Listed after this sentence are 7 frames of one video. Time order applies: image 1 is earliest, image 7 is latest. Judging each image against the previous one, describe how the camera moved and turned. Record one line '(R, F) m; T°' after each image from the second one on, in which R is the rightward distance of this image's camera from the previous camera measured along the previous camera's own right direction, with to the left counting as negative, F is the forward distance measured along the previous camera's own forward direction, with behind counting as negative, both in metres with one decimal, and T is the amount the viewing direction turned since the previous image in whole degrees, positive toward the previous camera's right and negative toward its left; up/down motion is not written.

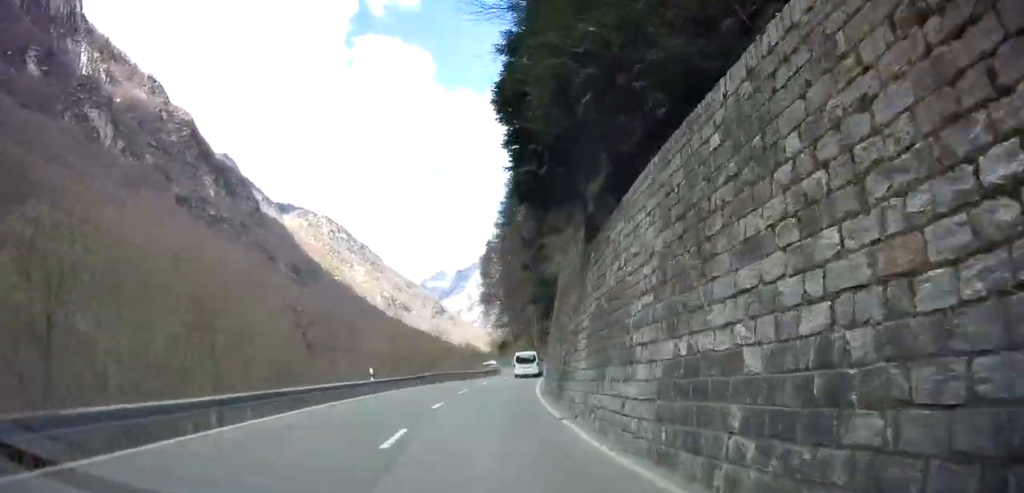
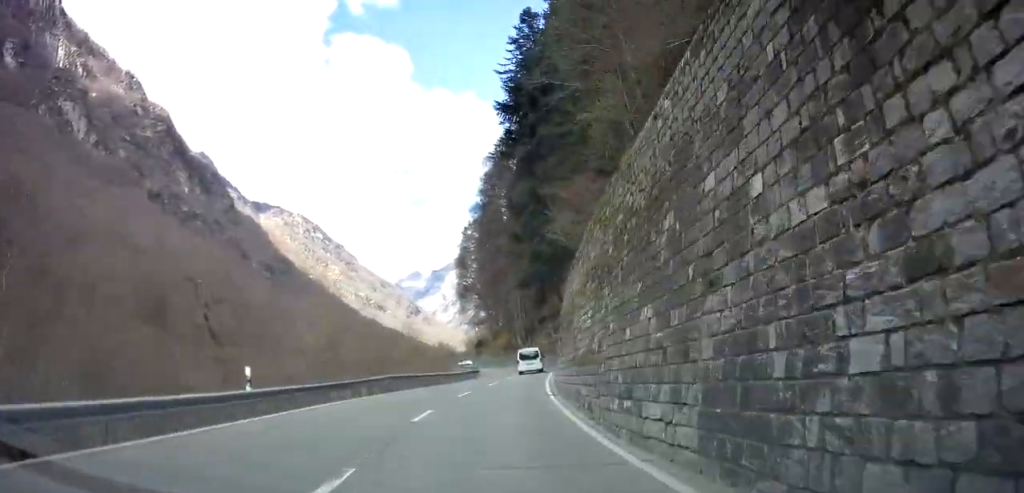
(+0.1, +12.8) m; +2°
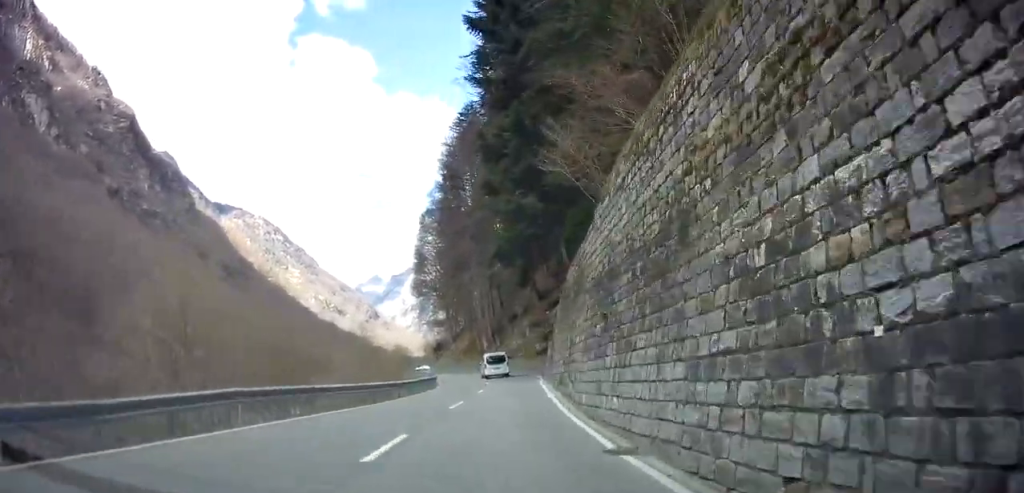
(+0.2, +13.9) m; +3°
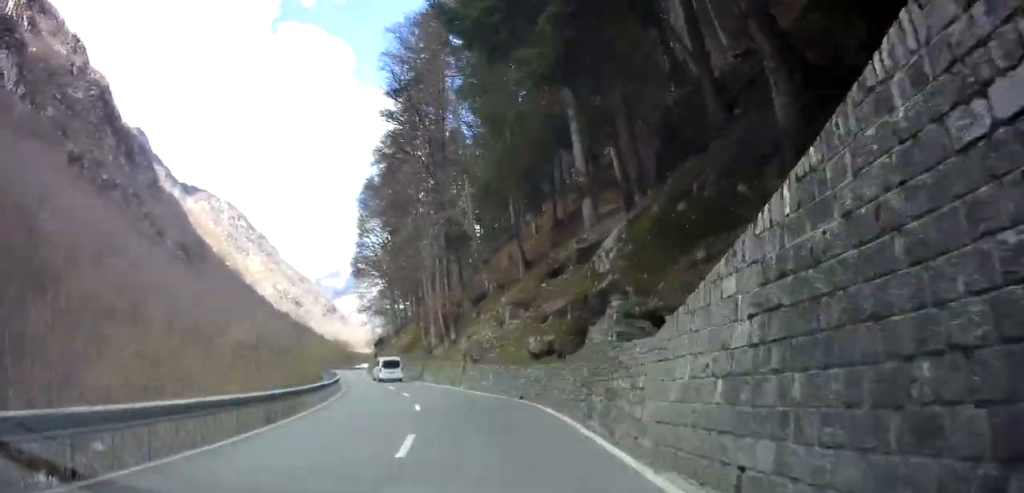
(+1.2, +25.1) m; +3°
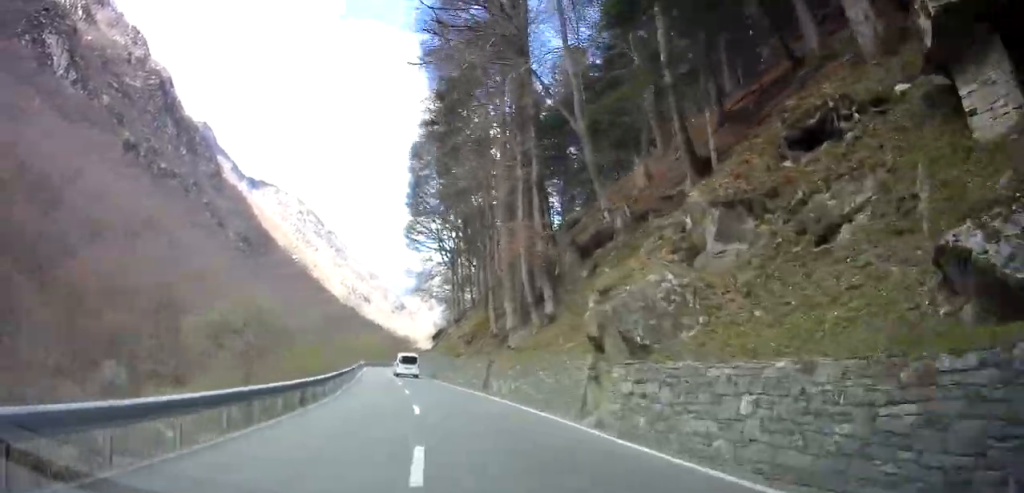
(-0.5, +19.7) m; -5°
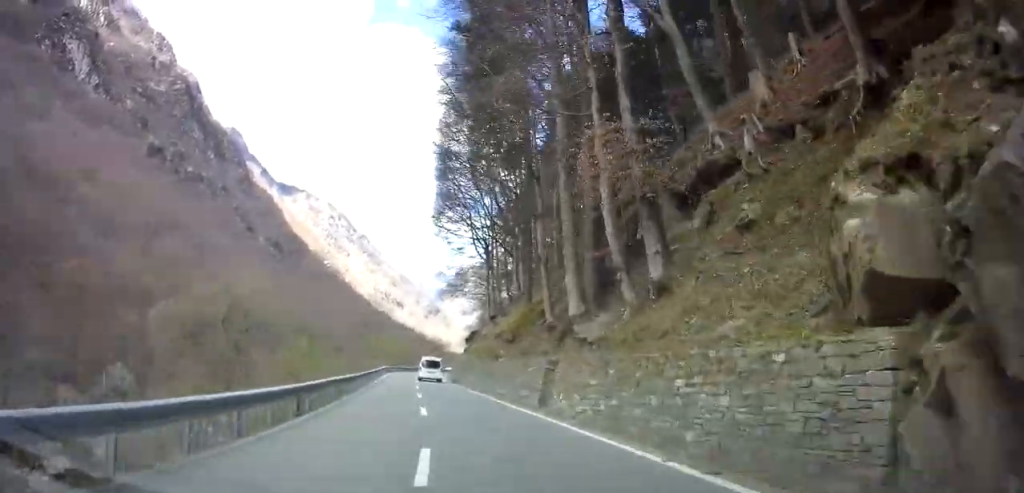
(-0.4, +8.4) m; -3°
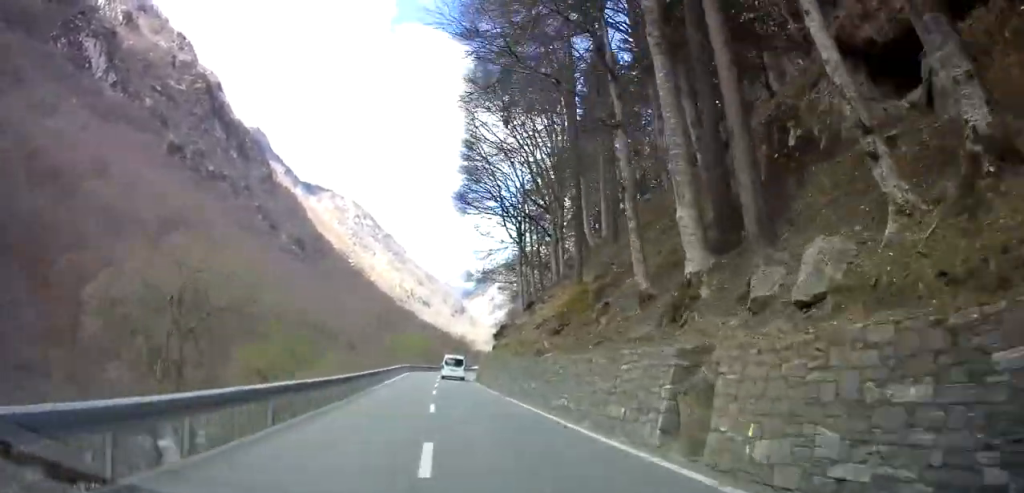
(-0.3, +8.8) m; -2°
